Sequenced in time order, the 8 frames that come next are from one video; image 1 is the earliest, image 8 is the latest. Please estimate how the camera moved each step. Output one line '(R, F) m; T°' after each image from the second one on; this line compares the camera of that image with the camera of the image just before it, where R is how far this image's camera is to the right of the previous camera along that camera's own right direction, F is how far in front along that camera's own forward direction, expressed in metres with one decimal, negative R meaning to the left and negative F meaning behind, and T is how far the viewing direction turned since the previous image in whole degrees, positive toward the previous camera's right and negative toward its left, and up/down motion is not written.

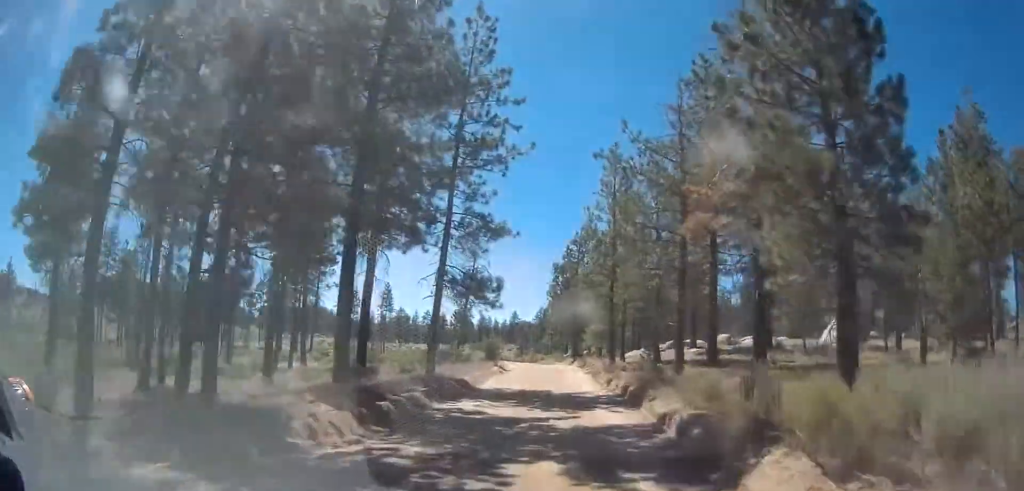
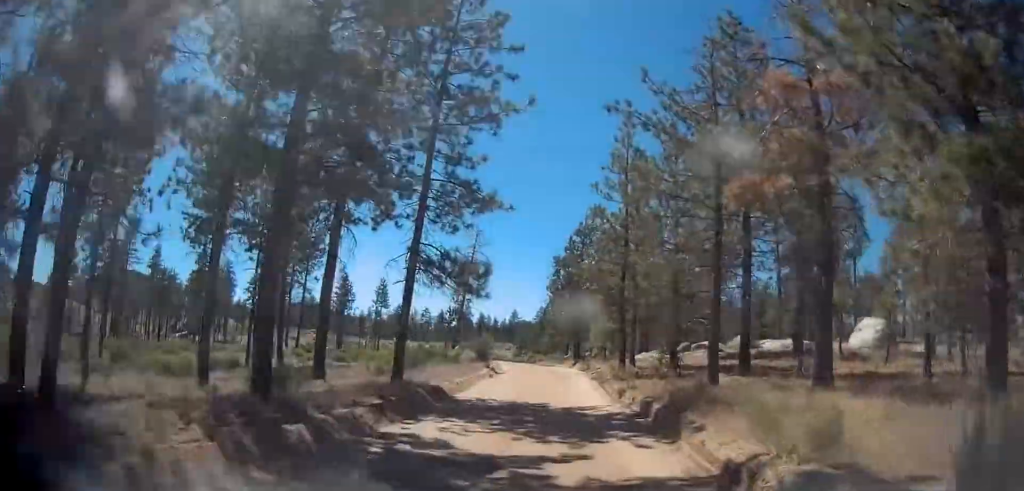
(-0.4, +5.1) m; 0°
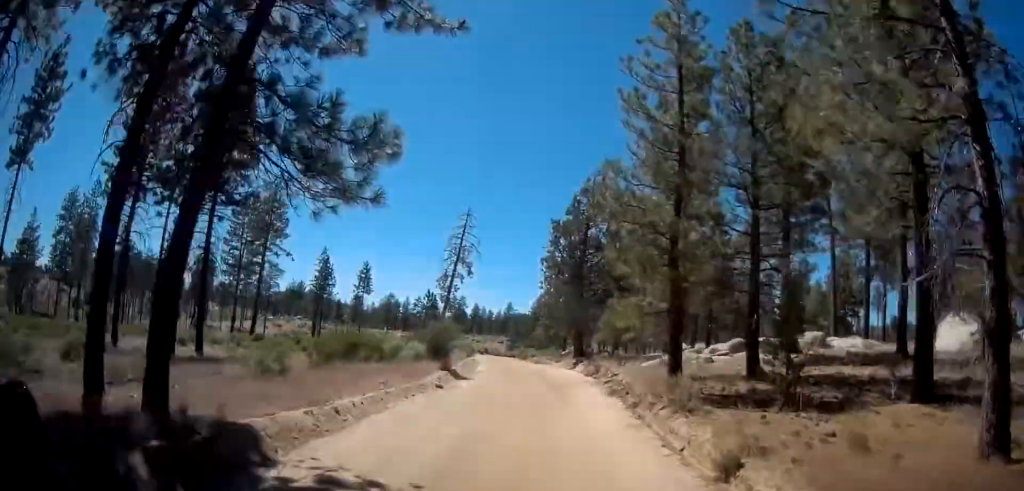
(+0.6, +12.9) m; +3°
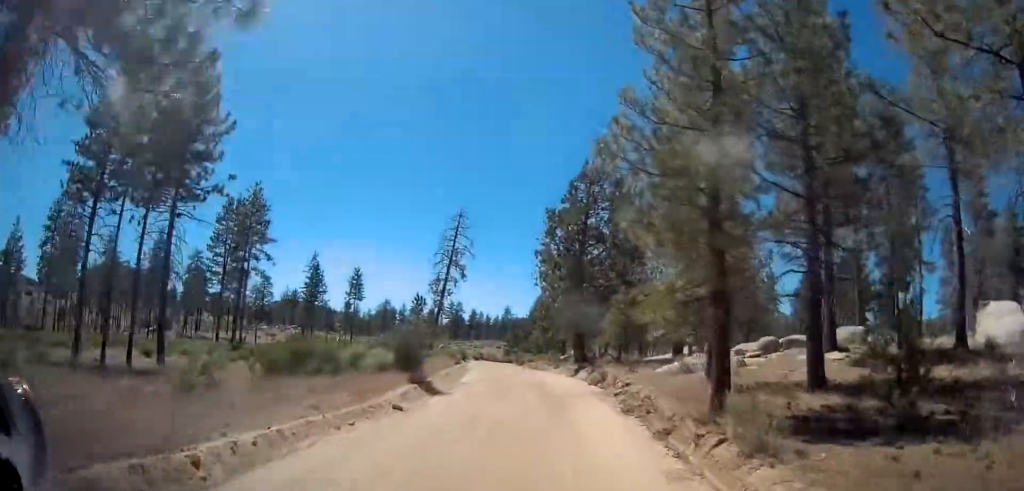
(+0.1, +4.7) m; -2°
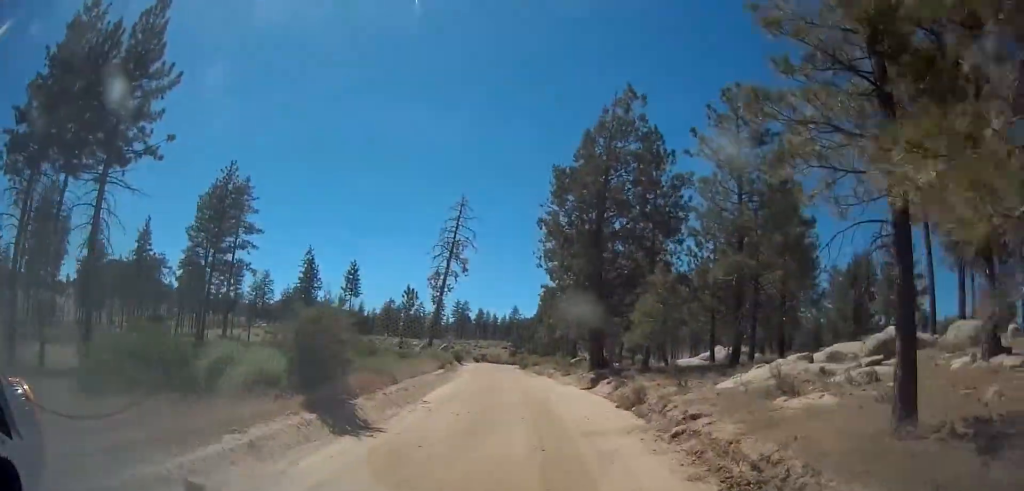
(-0.4, +8.4) m; -3°
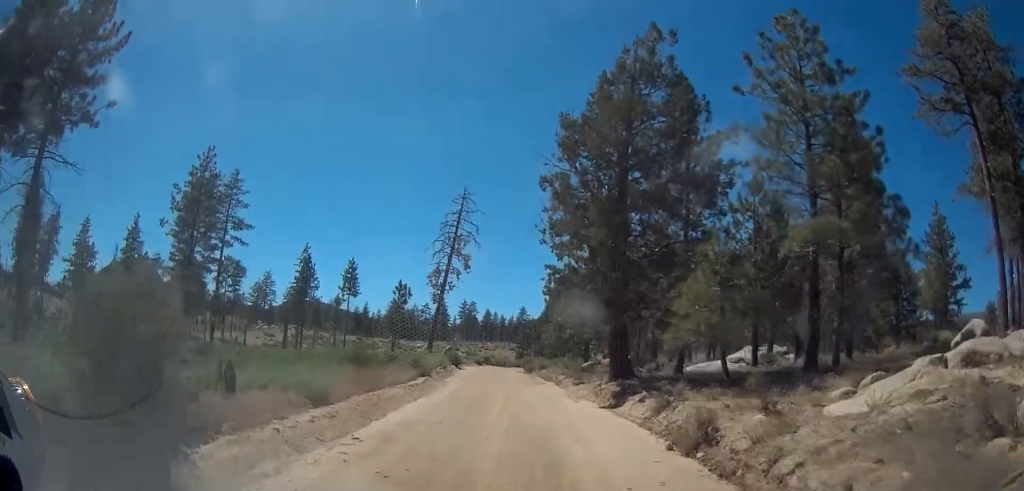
(0.0, +6.3) m; 0°
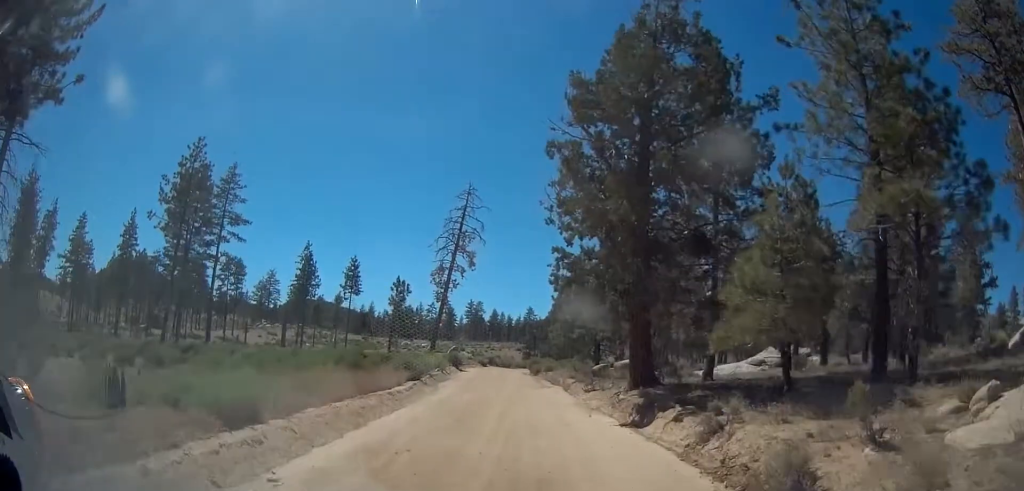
(0.0, +3.5) m; -1°
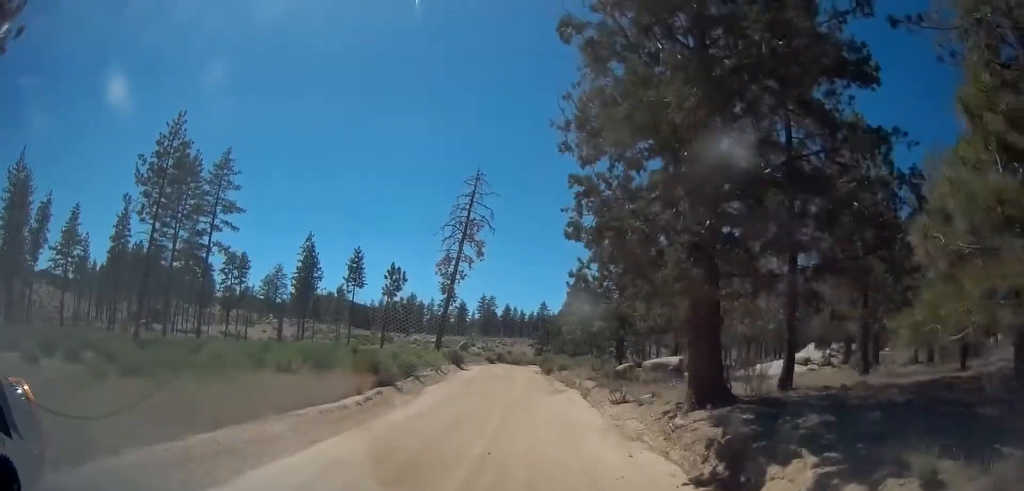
(-0.1, +6.0) m; -1°
